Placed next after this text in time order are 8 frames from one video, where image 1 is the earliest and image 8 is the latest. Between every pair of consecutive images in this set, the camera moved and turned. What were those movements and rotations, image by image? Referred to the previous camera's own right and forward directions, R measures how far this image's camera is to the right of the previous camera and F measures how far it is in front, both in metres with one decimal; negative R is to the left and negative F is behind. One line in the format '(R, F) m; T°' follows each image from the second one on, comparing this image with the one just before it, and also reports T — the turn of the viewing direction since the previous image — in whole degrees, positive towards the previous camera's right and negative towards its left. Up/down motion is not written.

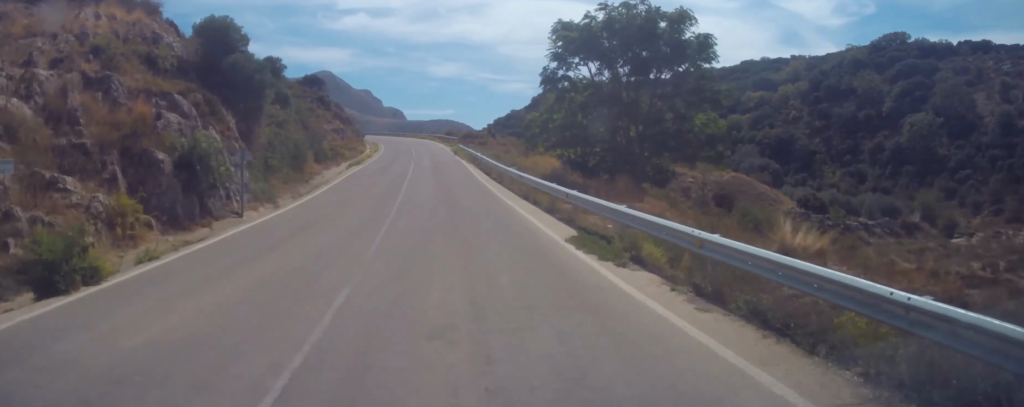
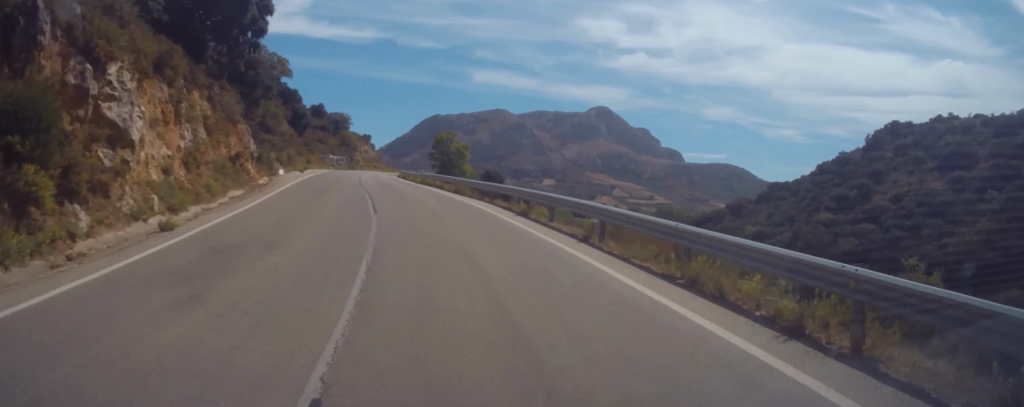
(+4.2, +132.3) m; -6°
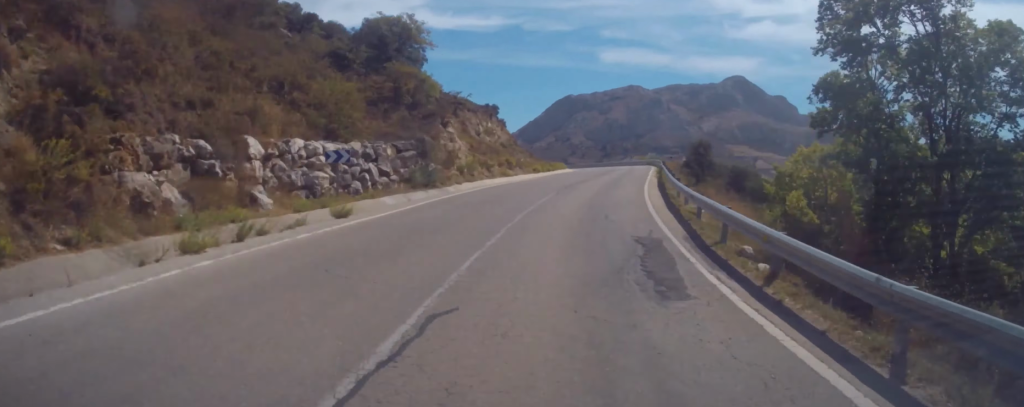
(-5.0, +73.1) m; -9°
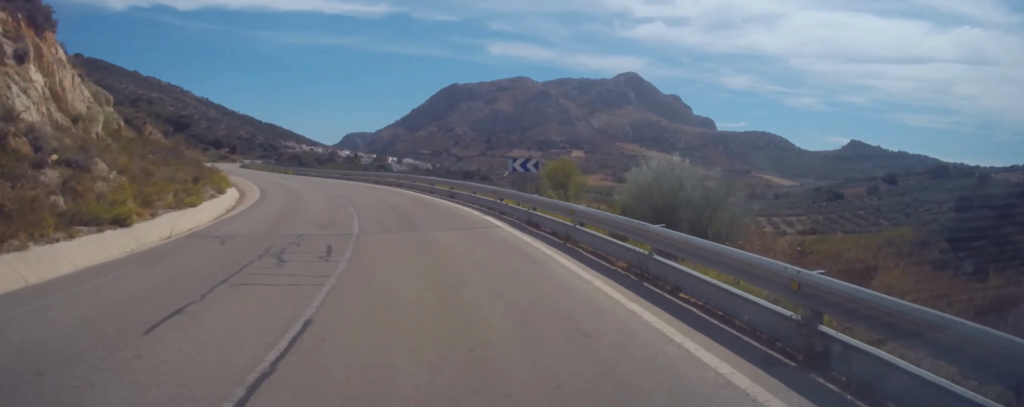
(-7.6, +84.0) m; -5°
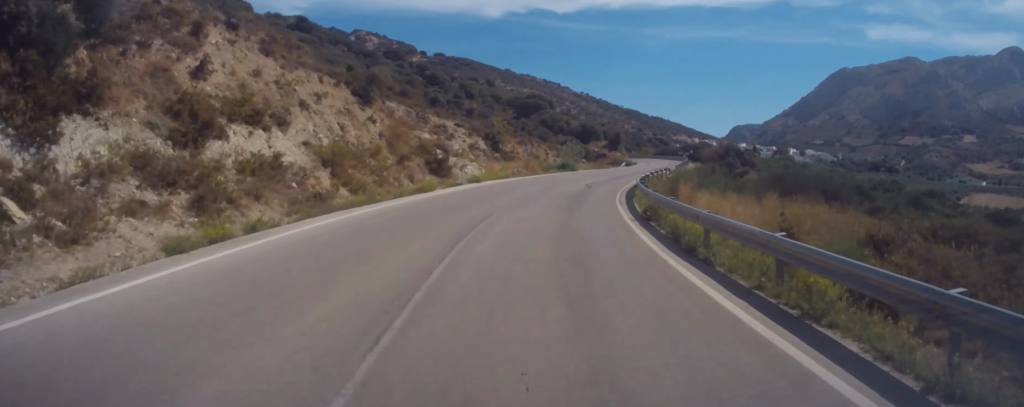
(-3.3, +86.5) m; -6°
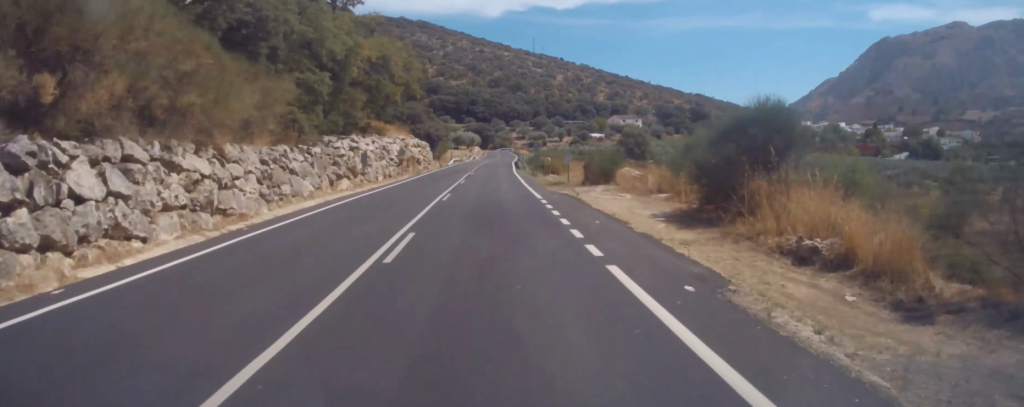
(-46.0, +290.8) m; -12°
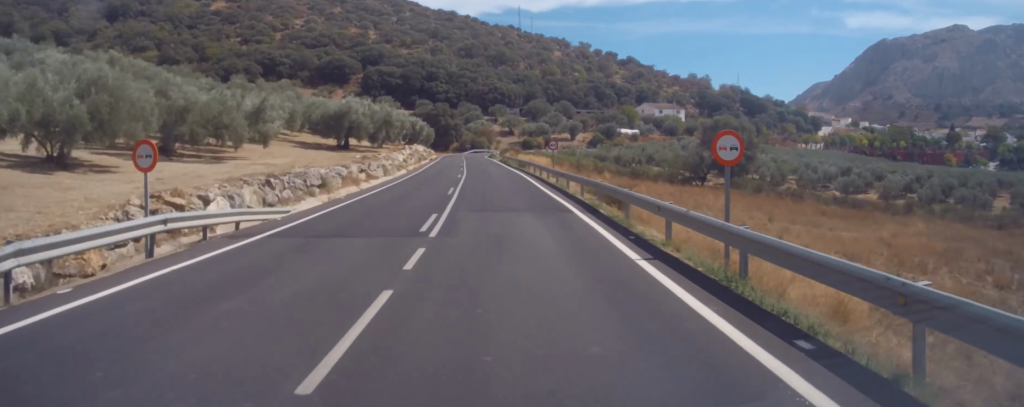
(+0.9, +100.1) m; +8°
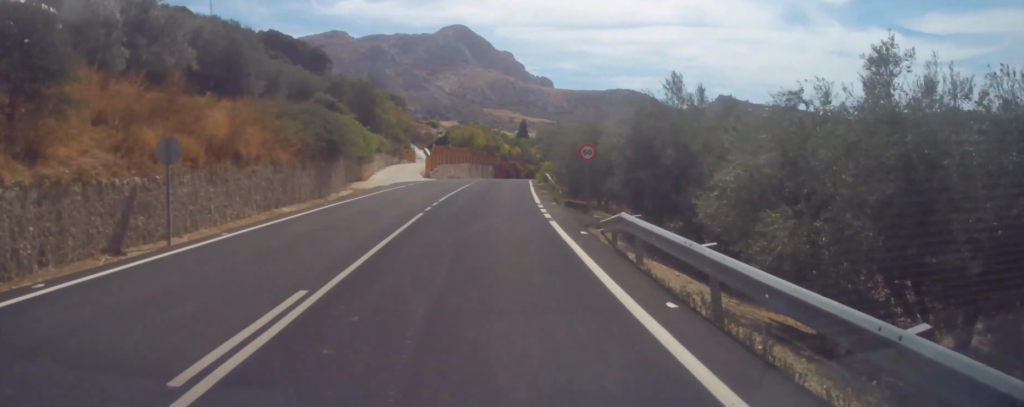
(+50.1, +138.3) m; +49°
